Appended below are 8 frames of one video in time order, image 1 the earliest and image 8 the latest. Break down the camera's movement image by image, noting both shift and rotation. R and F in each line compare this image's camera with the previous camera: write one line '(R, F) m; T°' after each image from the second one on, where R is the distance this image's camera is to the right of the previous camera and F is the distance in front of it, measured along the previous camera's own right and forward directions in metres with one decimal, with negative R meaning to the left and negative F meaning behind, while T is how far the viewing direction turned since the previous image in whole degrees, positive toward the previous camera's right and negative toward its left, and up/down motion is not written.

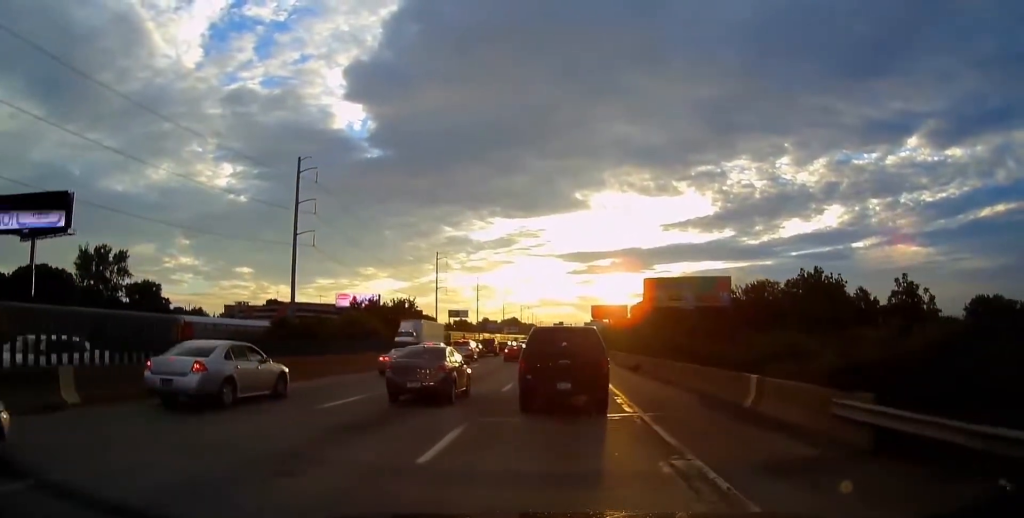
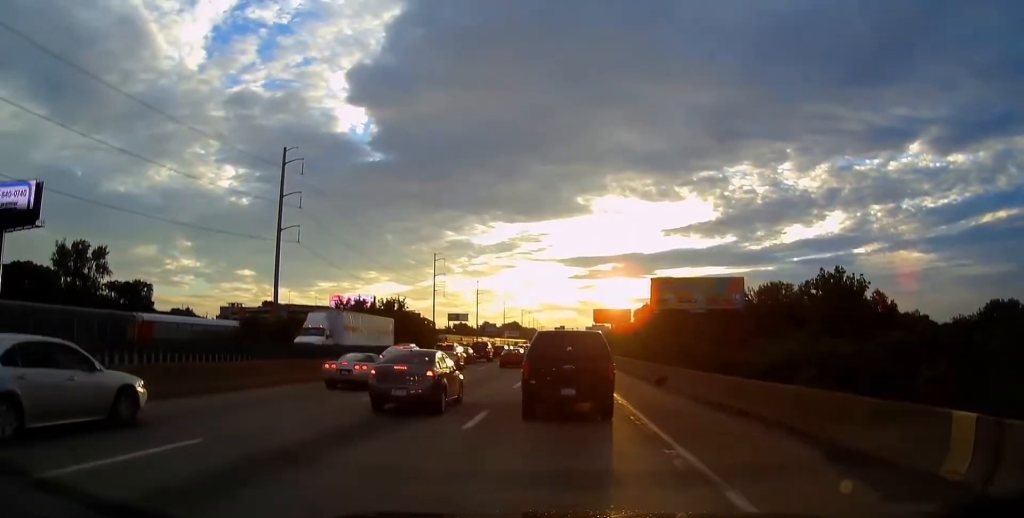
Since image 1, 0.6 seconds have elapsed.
(0.0, +8.9) m; 0°
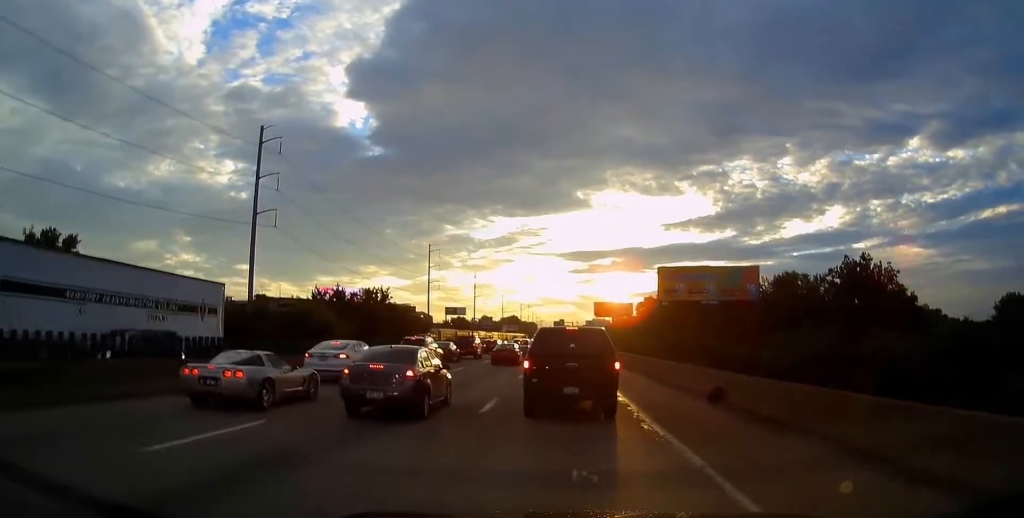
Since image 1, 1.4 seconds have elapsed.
(0.0, +10.6) m; 0°
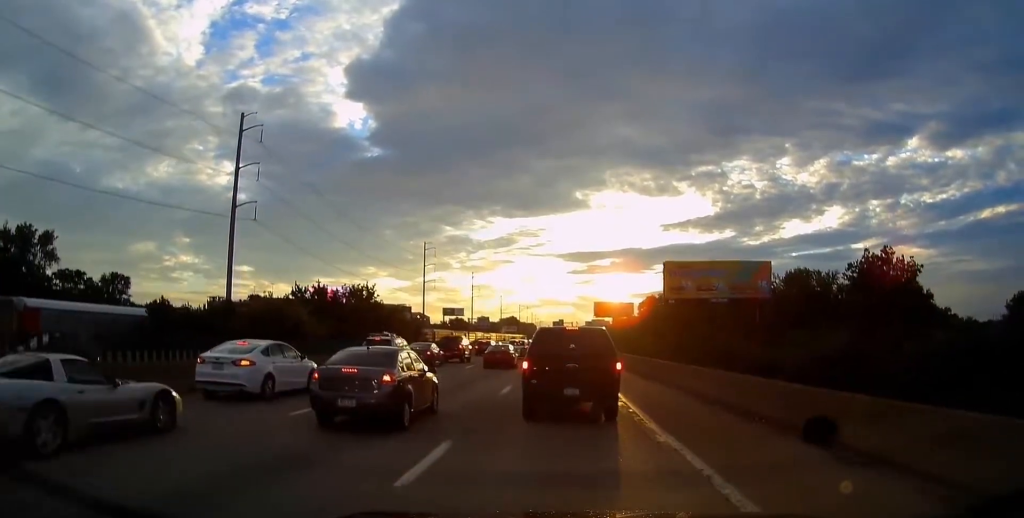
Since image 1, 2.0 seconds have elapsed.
(+0.1, +5.7) m; 0°
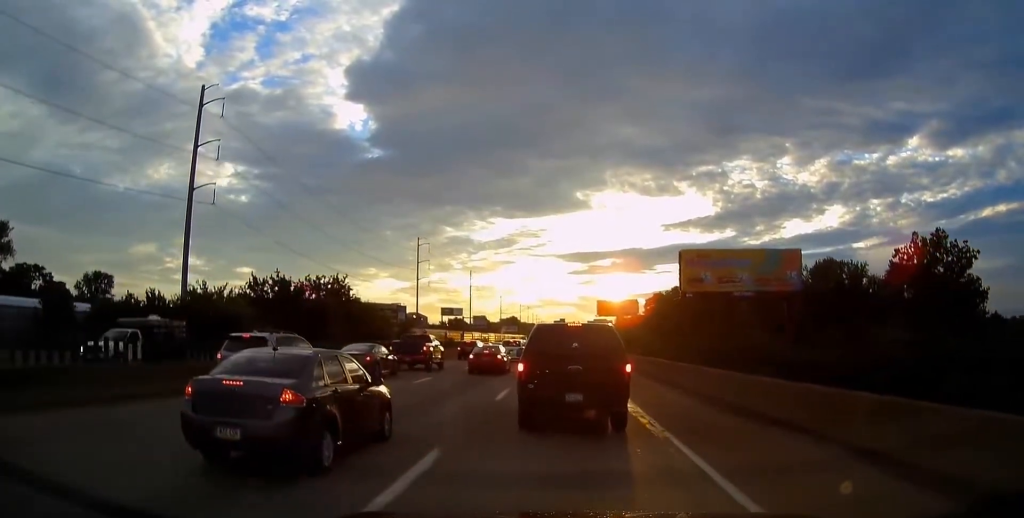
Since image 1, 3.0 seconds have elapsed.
(-0.1, +8.9) m; -1°
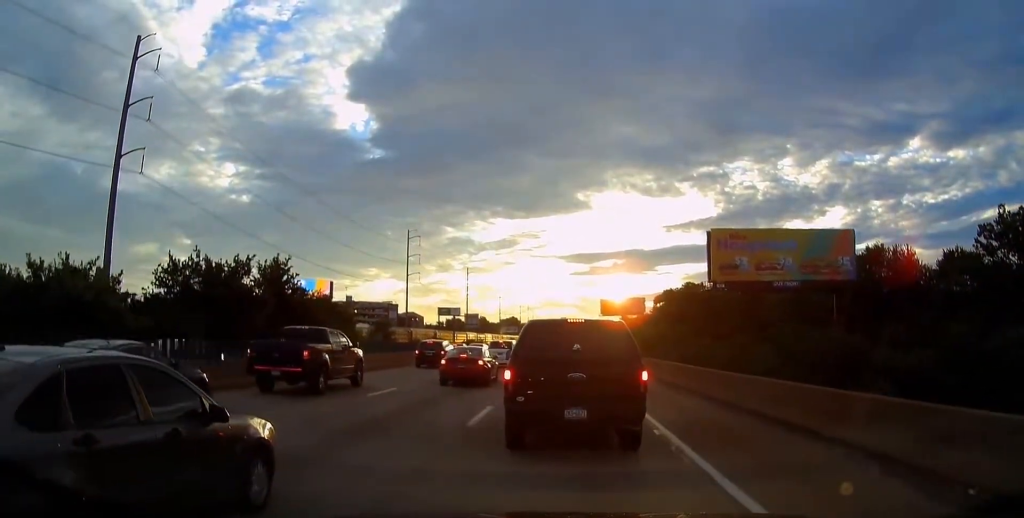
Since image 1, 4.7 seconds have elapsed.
(+0.1, +14.0) m; -1°
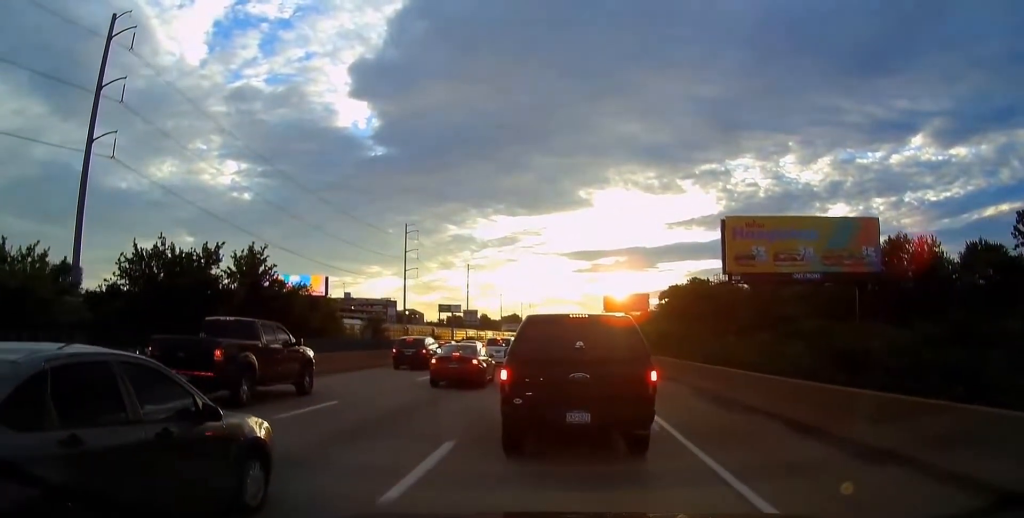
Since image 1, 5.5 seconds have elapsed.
(0.0, +4.7) m; -2°
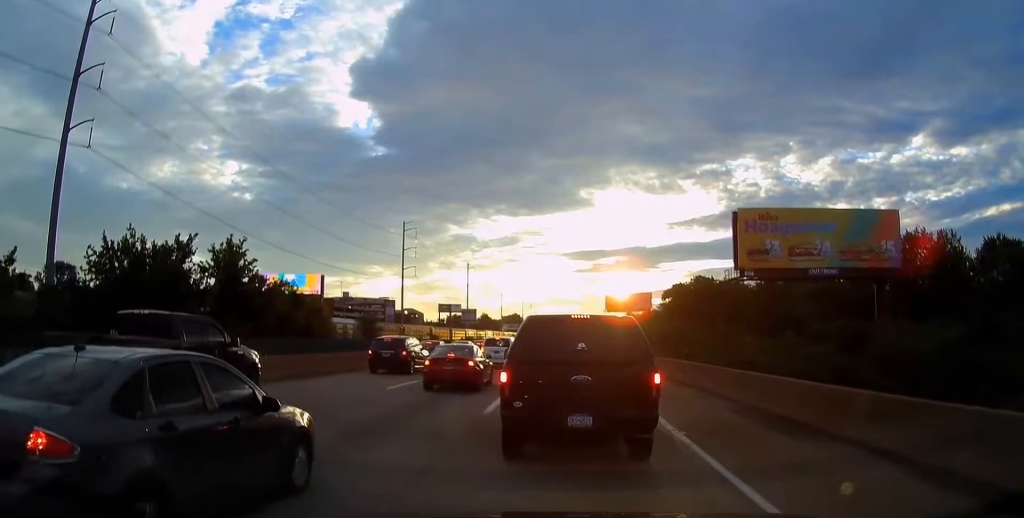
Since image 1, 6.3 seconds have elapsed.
(-0.1, +4.5) m; -3°
